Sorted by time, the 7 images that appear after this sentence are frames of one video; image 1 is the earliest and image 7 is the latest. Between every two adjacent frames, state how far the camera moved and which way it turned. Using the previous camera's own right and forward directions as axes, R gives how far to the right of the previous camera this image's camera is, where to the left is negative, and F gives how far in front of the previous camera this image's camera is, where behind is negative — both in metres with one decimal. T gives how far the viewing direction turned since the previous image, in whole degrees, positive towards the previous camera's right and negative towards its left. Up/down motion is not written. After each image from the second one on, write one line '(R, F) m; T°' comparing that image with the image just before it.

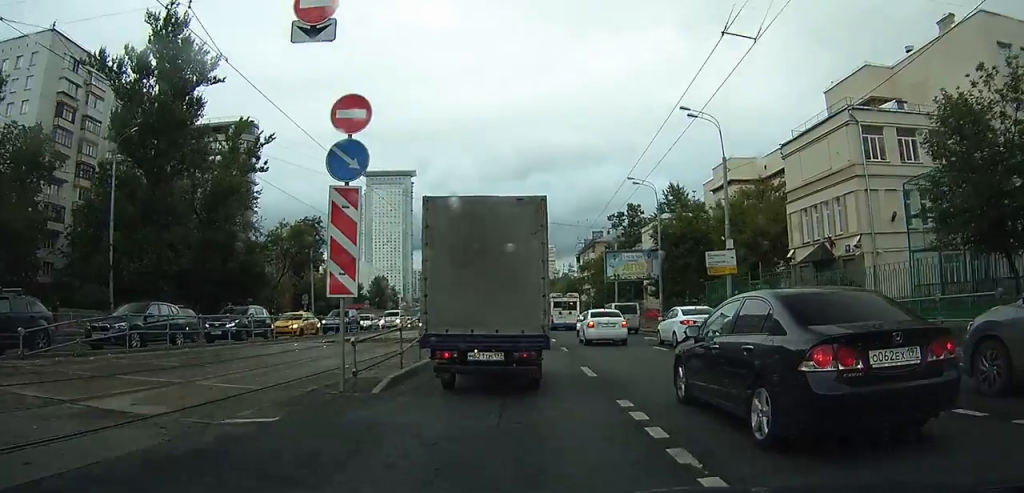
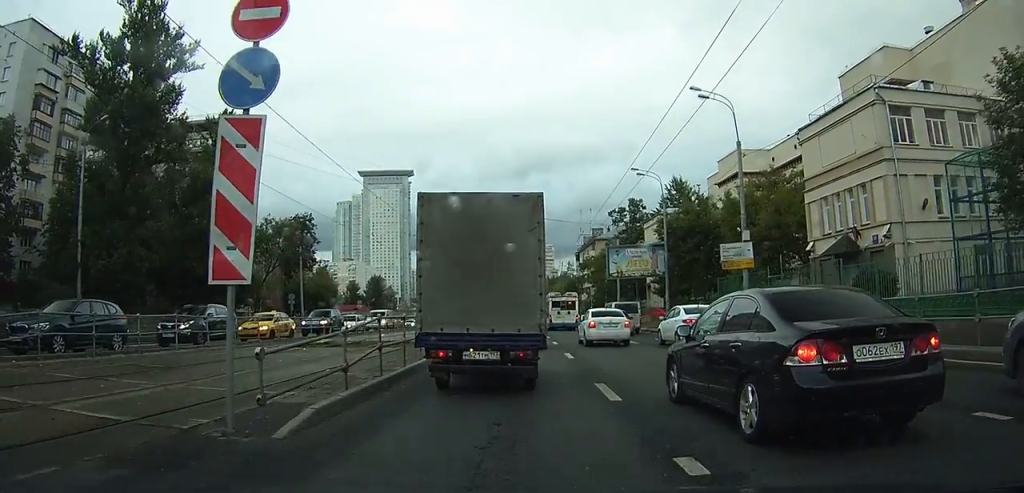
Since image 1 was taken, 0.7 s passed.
(+0.2, +3.6) m; +2°
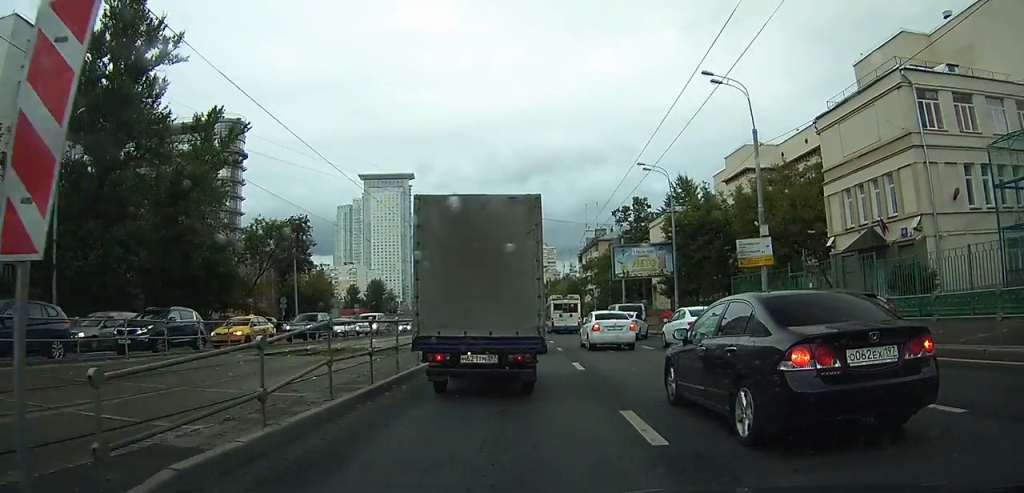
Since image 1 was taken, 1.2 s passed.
(0.0, +2.9) m; 0°
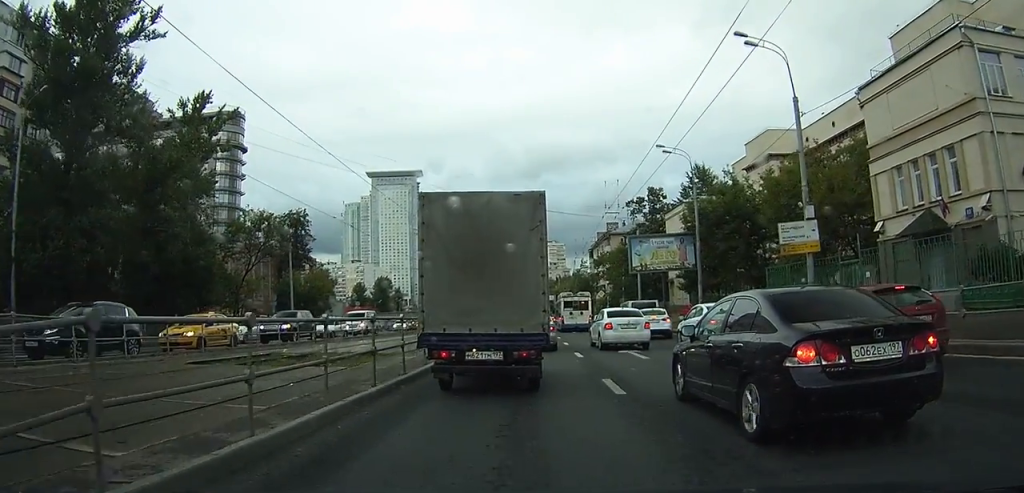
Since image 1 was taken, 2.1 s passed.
(0.0, +5.0) m; -1°
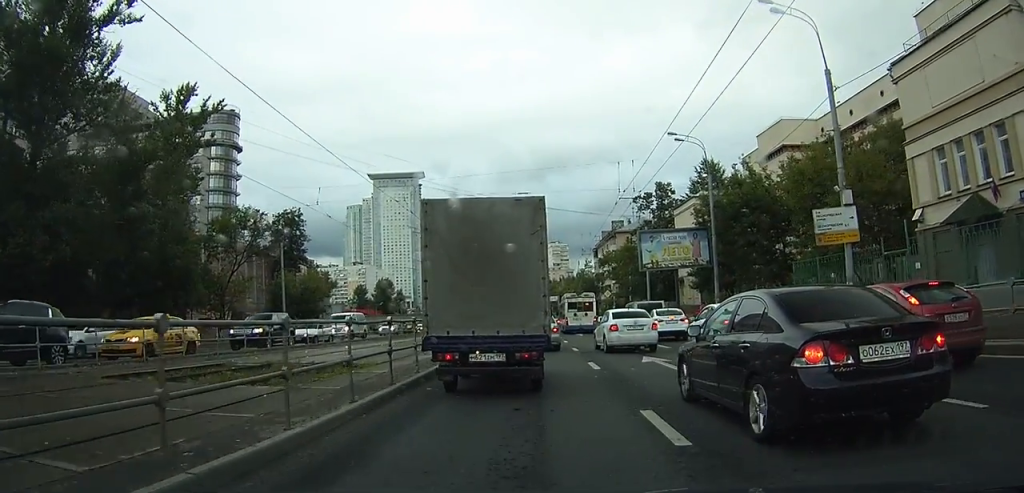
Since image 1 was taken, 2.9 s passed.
(-0.1, +3.9) m; 0°
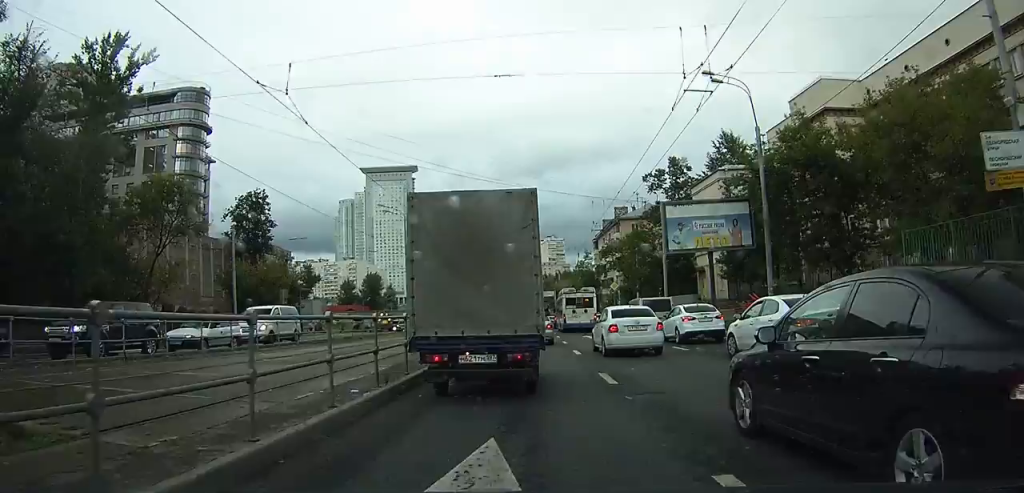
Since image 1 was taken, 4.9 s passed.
(+0.1, +11.4) m; 0°
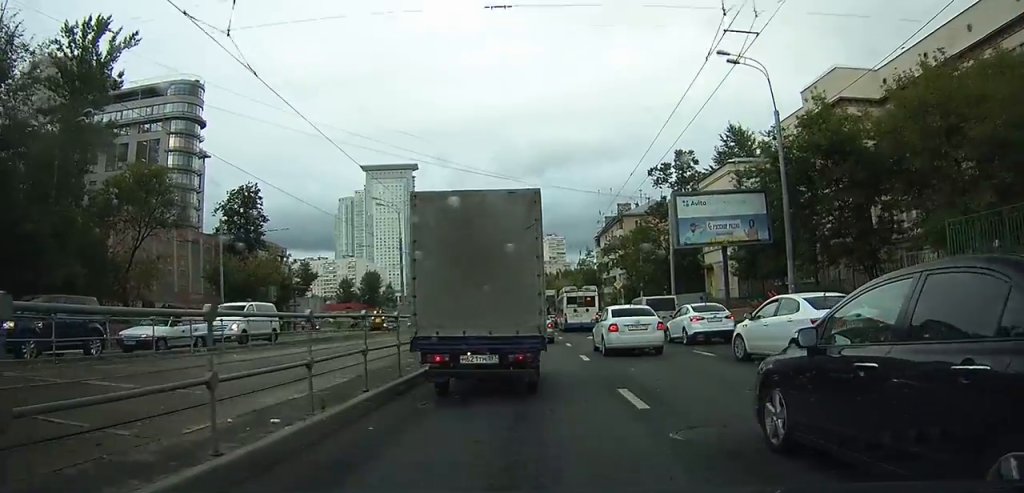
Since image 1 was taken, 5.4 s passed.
(0.0, +2.9) m; 0°
